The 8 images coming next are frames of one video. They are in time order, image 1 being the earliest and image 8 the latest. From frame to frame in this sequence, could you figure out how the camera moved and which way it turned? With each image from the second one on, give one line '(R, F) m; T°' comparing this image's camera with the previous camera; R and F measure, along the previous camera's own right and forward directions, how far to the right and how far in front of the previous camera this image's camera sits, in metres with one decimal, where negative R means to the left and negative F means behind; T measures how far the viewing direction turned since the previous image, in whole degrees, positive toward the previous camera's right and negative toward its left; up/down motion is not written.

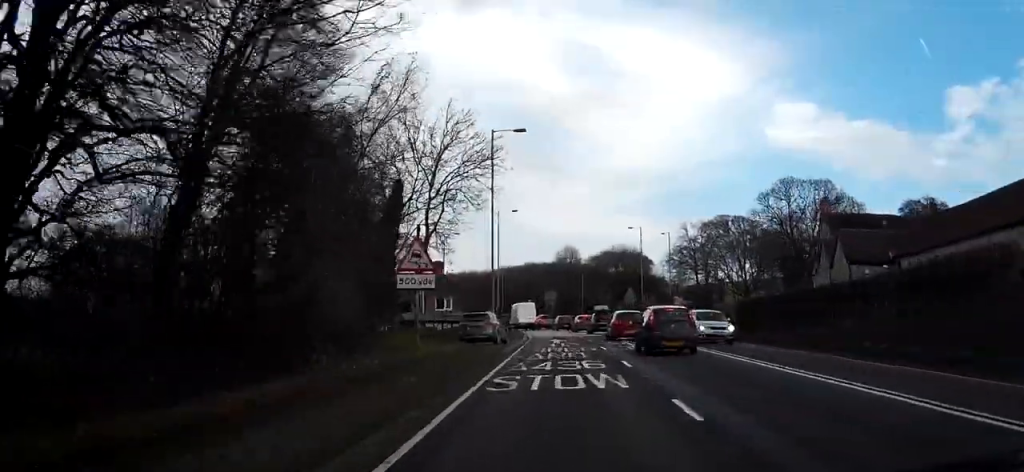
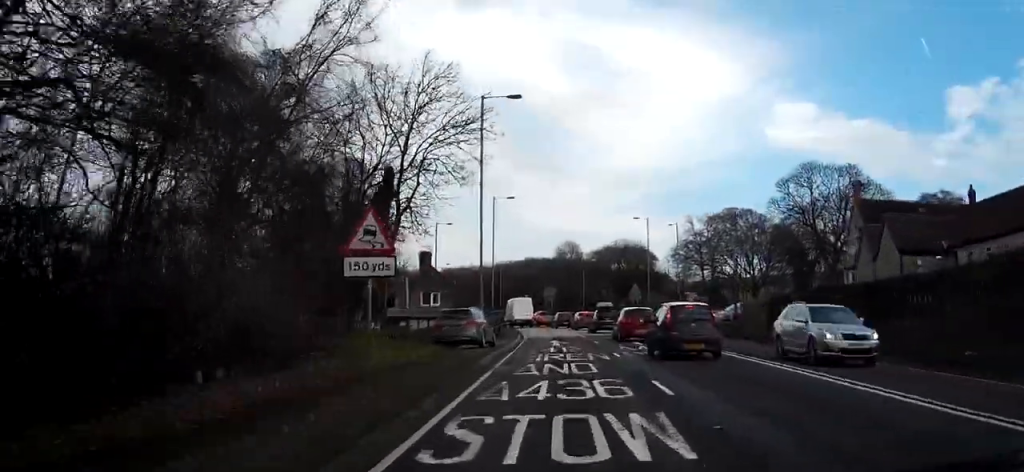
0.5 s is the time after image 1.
(+0.4, +7.2) m; +1°
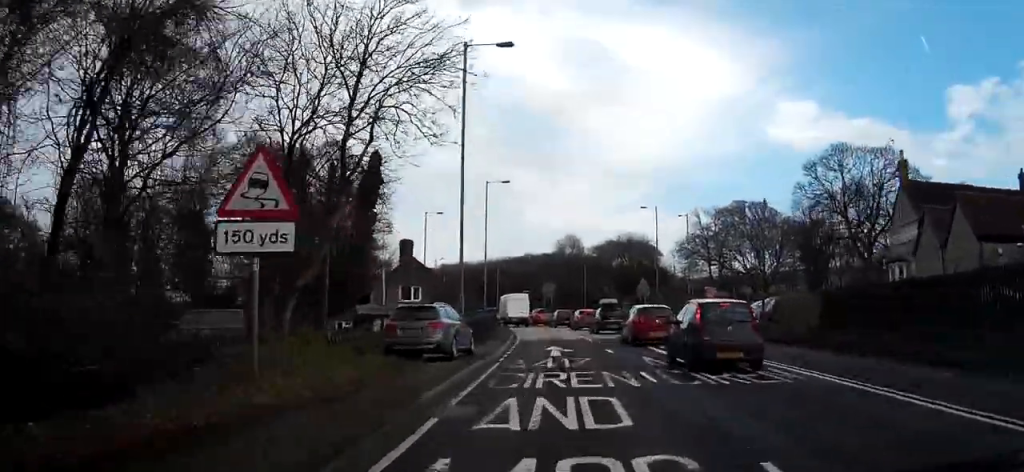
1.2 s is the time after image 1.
(+0.1, +8.8) m; 0°
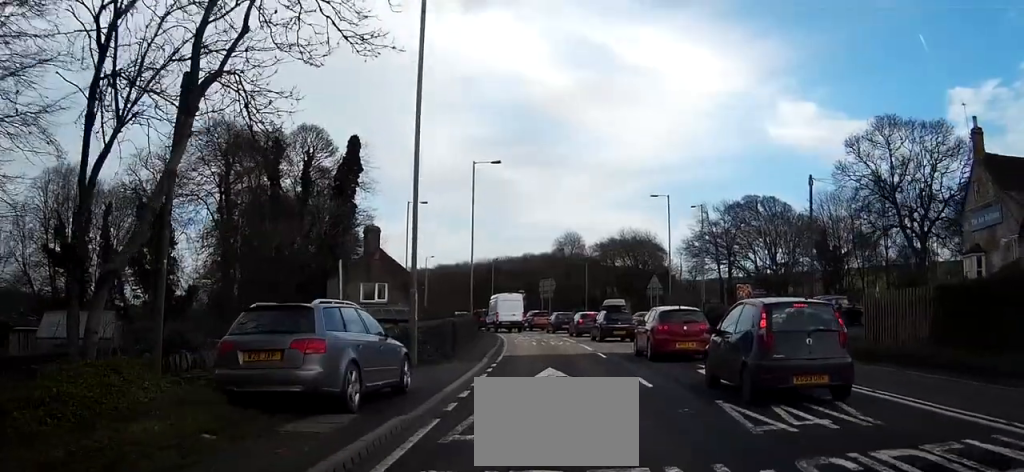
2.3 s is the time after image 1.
(-0.1, +11.7) m; 0°
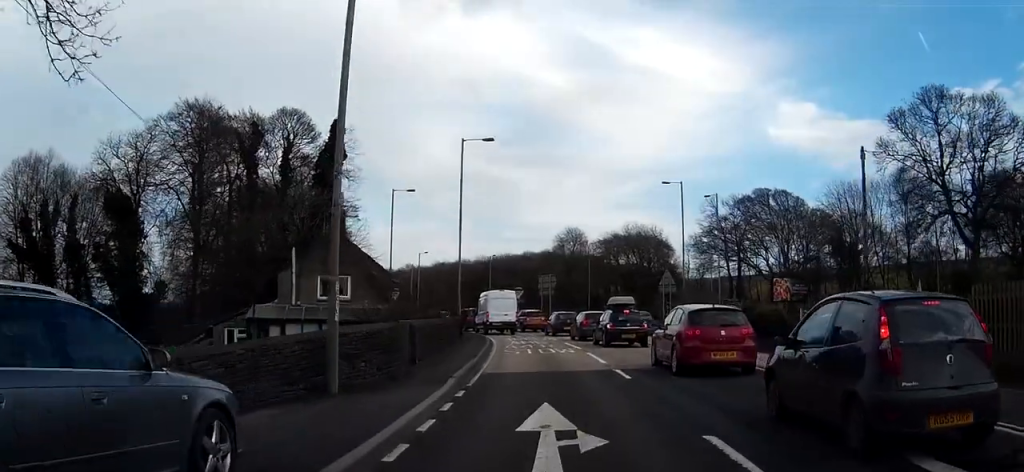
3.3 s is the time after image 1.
(0.0, +9.0) m; 0°
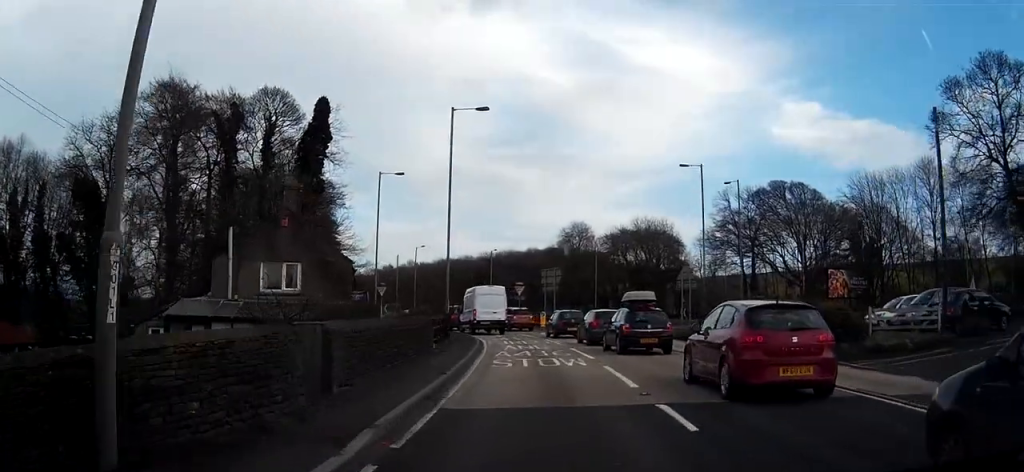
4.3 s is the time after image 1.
(-0.1, +8.4) m; -2°
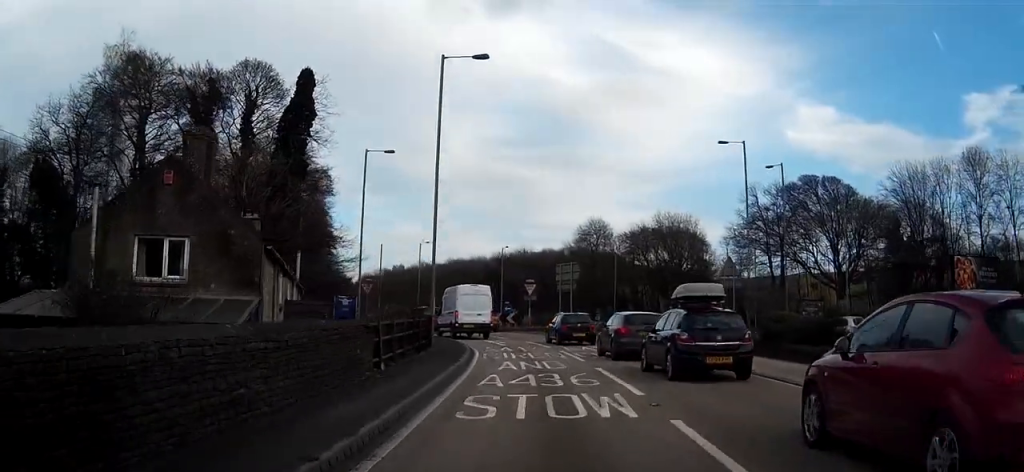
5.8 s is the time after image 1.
(-0.4, +10.8) m; -4°
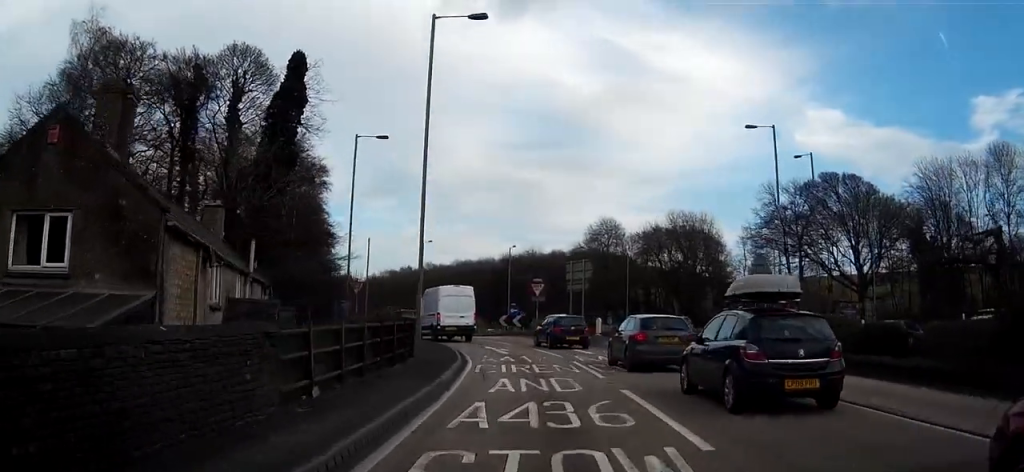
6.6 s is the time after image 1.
(+0.1, +5.6) m; -2°
